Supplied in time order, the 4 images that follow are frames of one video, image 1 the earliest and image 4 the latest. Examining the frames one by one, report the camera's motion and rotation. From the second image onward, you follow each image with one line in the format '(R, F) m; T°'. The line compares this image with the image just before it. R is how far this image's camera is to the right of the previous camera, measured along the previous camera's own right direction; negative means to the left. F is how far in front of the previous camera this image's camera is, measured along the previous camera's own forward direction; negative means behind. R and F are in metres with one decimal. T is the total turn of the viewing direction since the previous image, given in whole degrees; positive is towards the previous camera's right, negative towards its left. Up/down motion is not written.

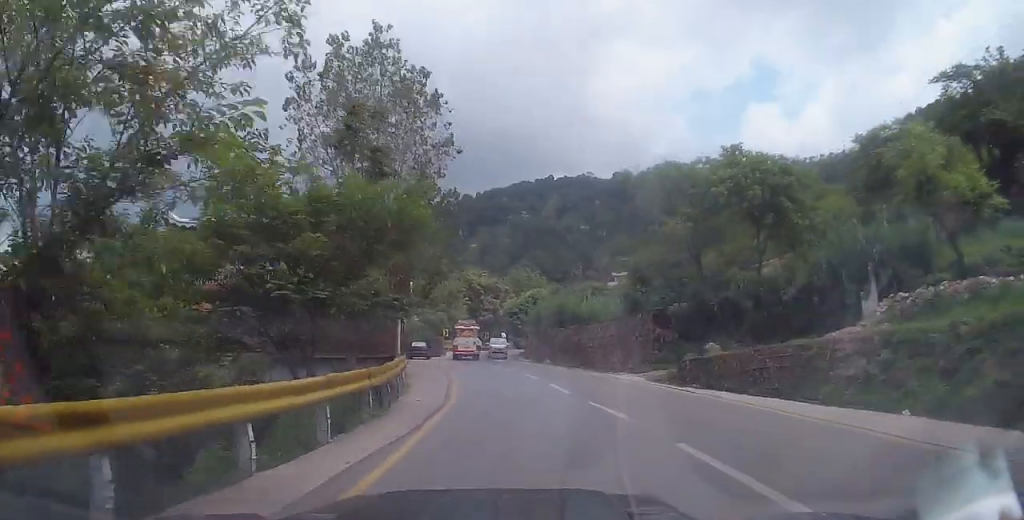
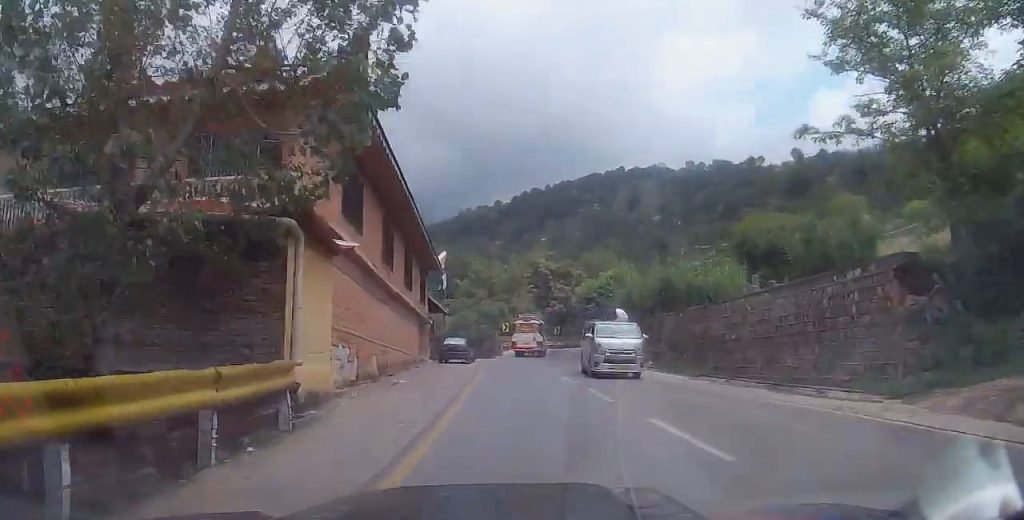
(0.0, +16.6) m; 0°
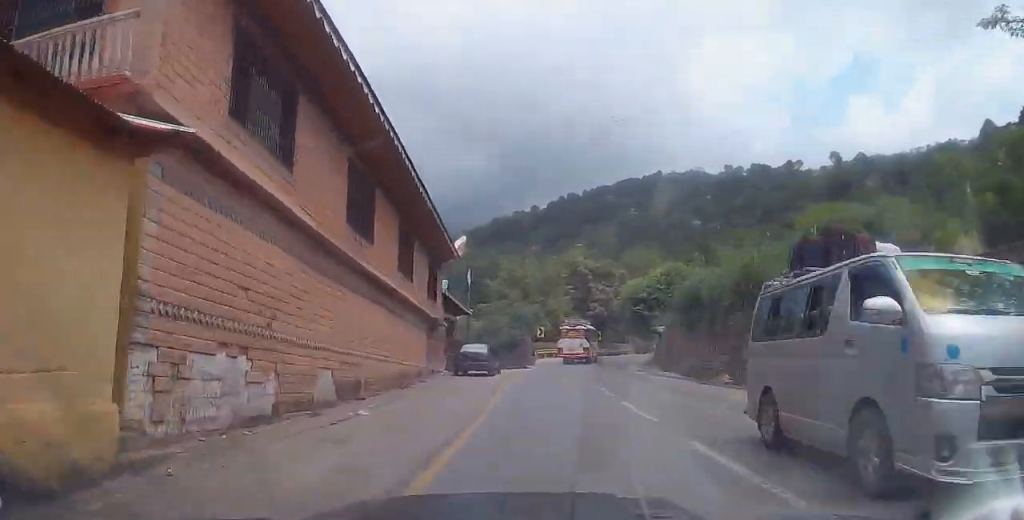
(-0.3, +7.4) m; -2°
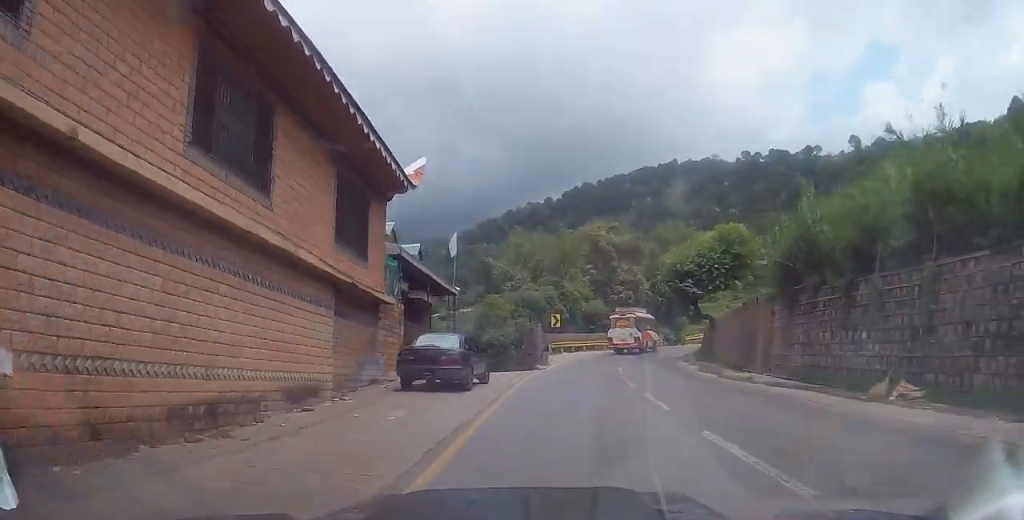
(-0.2, +11.9) m; -2°
